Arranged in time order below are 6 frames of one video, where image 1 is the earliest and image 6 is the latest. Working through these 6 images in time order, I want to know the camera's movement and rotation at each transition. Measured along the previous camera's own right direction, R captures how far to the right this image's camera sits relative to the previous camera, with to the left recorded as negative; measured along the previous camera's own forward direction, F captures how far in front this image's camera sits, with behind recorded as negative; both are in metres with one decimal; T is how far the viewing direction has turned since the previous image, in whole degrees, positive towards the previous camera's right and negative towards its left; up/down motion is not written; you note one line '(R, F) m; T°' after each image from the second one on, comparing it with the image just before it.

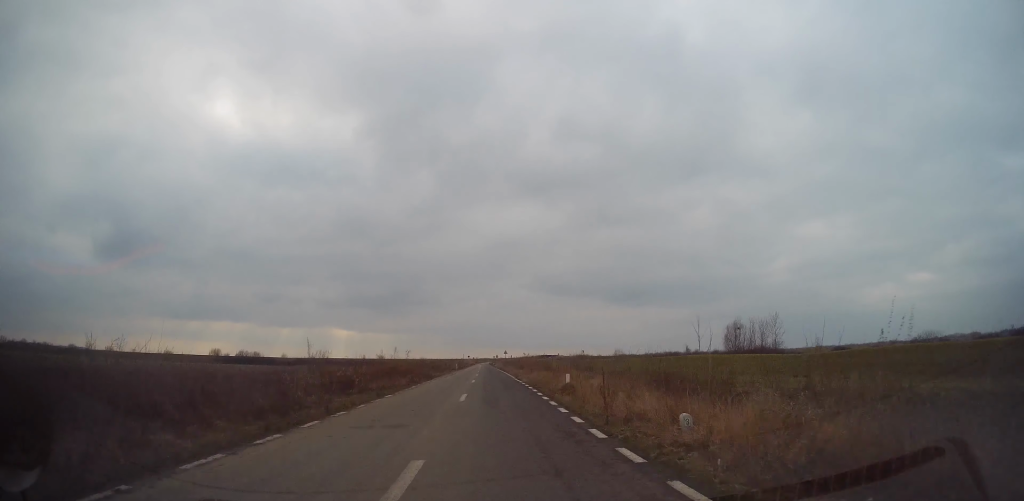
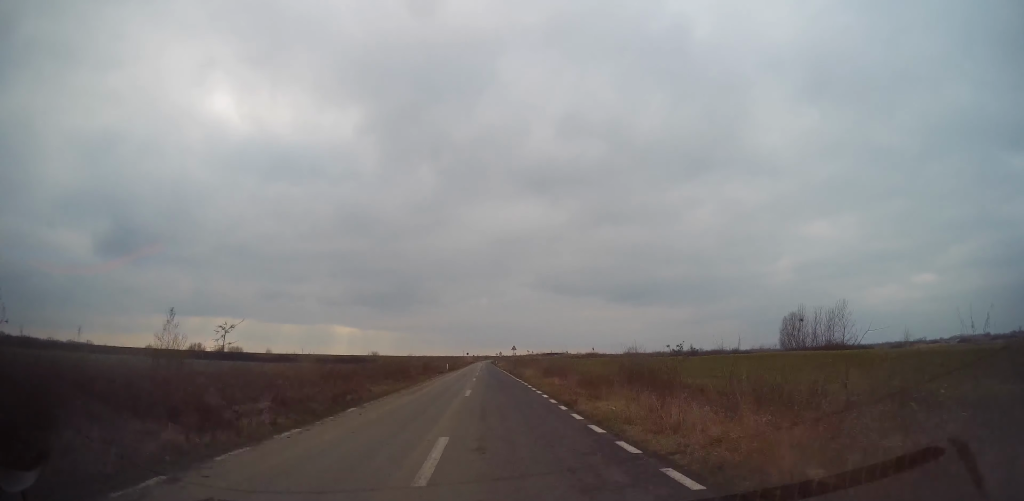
(0.0, +22.2) m; 0°
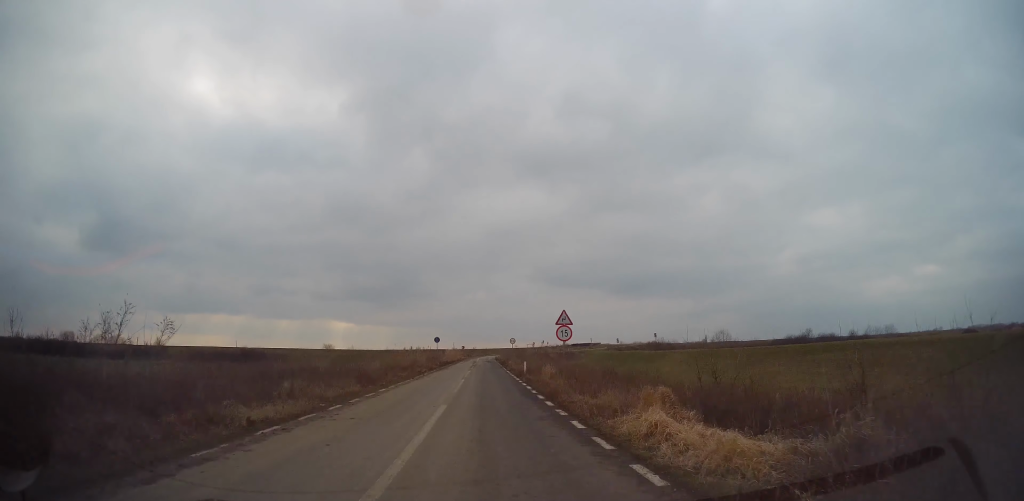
(+0.7, +90.2) m; 0°
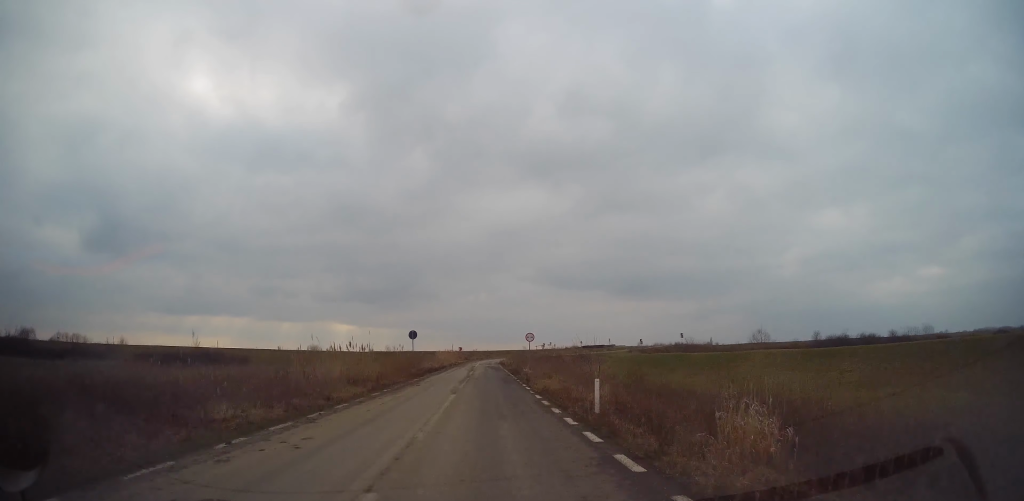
(+0.1, +20.3) m; 0°
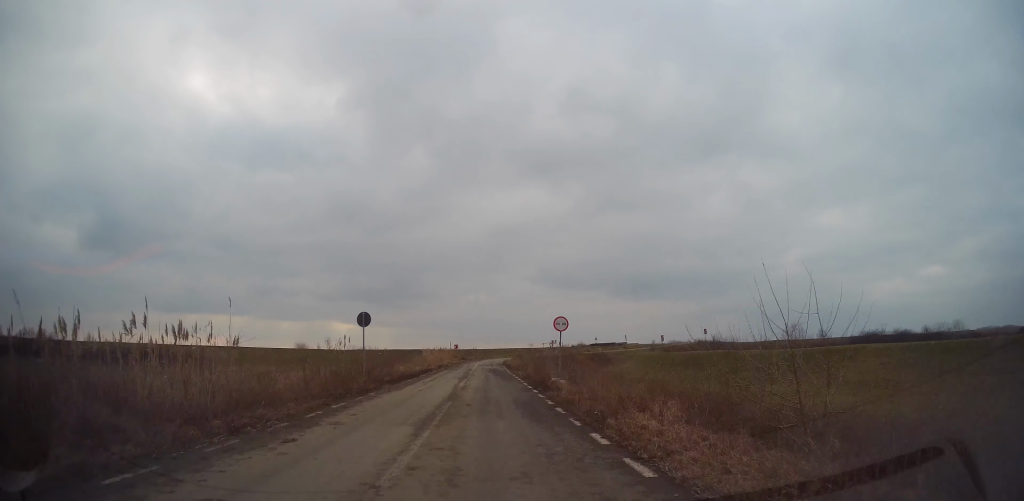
(0.0, +14.8) m; 0°
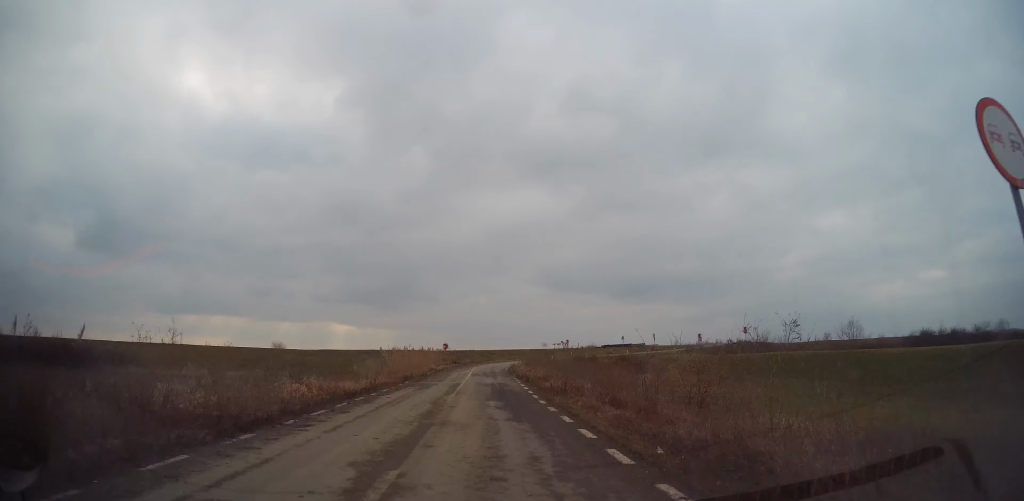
(0.0, +19.7) m; 0°
